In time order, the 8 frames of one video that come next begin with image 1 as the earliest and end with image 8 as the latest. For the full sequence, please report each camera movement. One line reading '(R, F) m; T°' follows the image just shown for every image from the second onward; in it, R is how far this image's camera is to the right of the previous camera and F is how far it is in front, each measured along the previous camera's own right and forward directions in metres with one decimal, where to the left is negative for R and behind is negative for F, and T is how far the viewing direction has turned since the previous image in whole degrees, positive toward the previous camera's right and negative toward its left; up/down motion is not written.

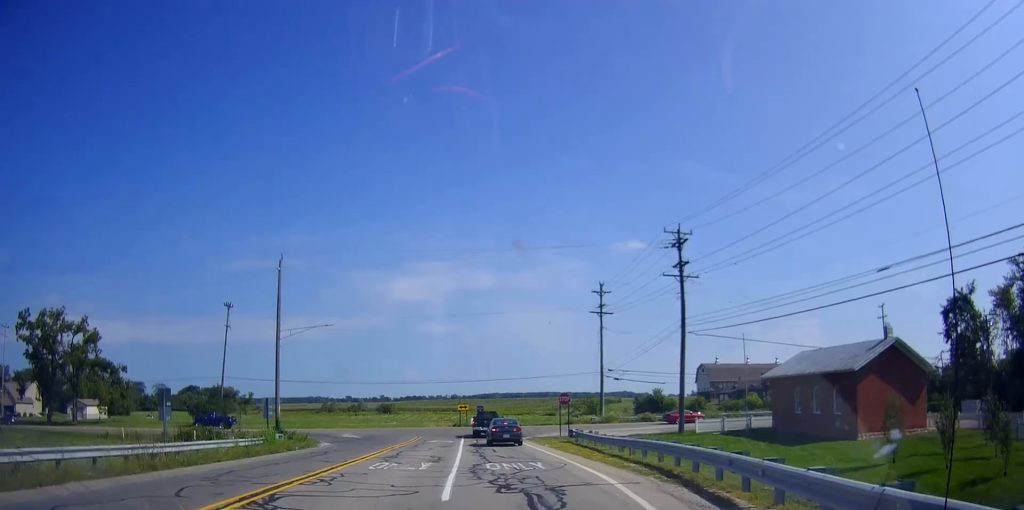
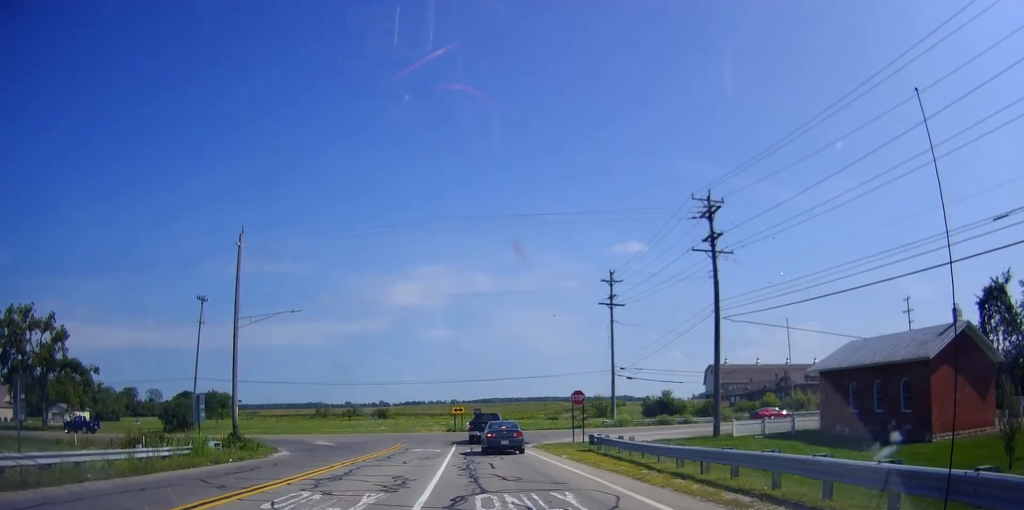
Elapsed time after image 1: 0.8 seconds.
(+0.2, +8.7) m; +3°
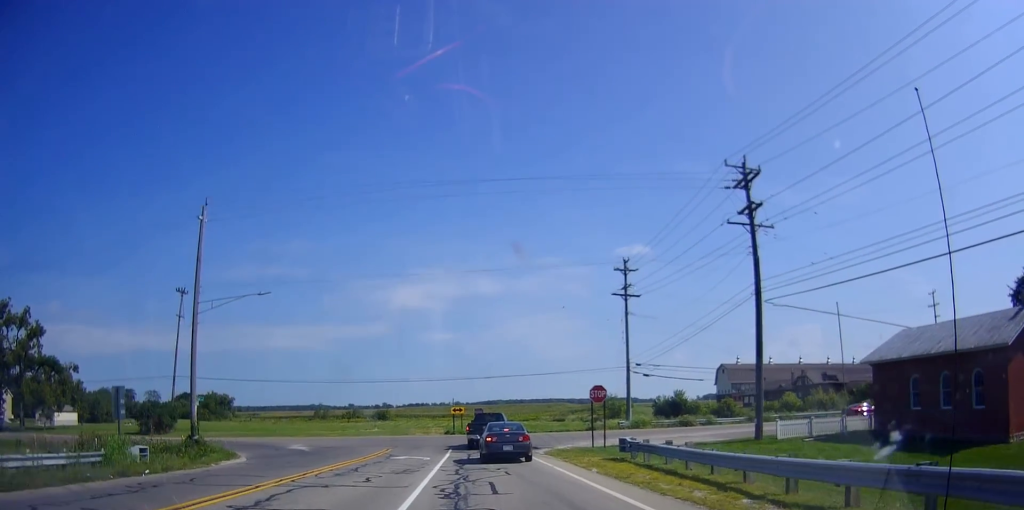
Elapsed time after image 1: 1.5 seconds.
(+0.2, +7.0) m; +2°
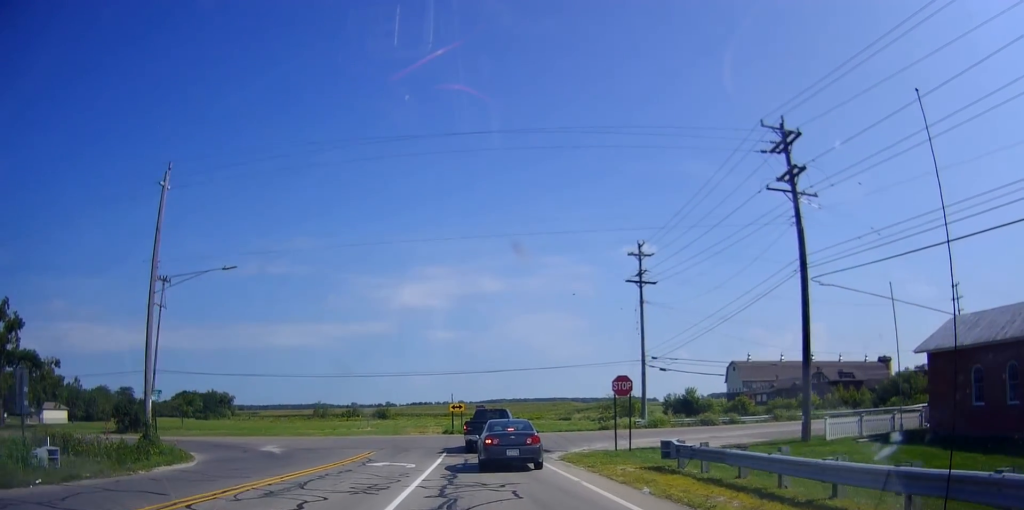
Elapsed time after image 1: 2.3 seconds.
(+0.1, +6.1) m; 0°
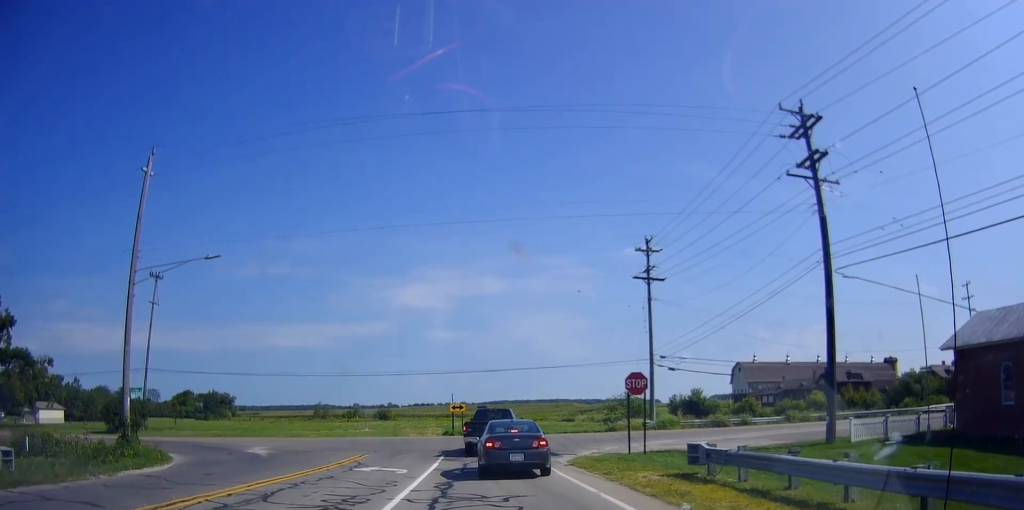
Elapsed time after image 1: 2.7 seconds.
(-0.1, +2.5) m; -1°
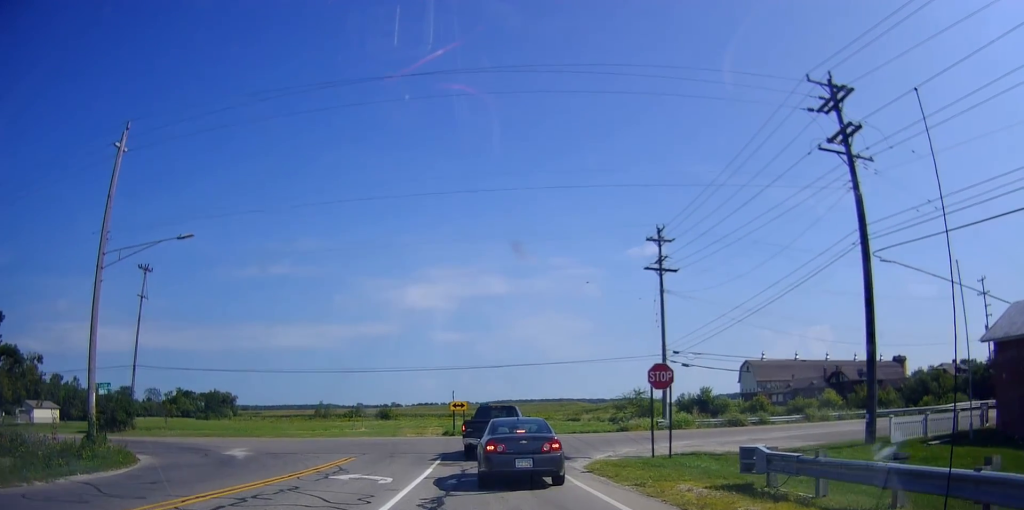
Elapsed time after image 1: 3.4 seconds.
(0.0, +3.8) m; 0°
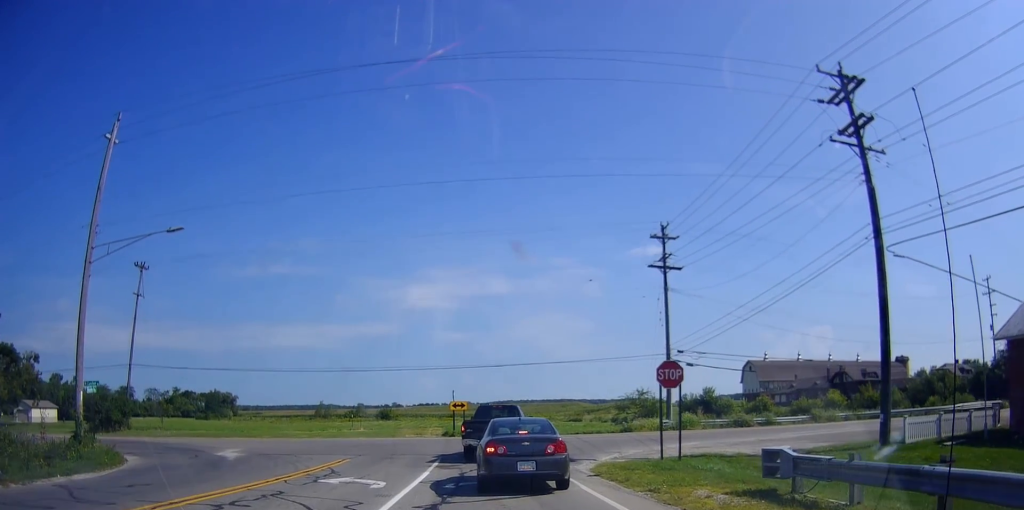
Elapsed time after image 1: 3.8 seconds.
(0.0, +1.5) m; 0°
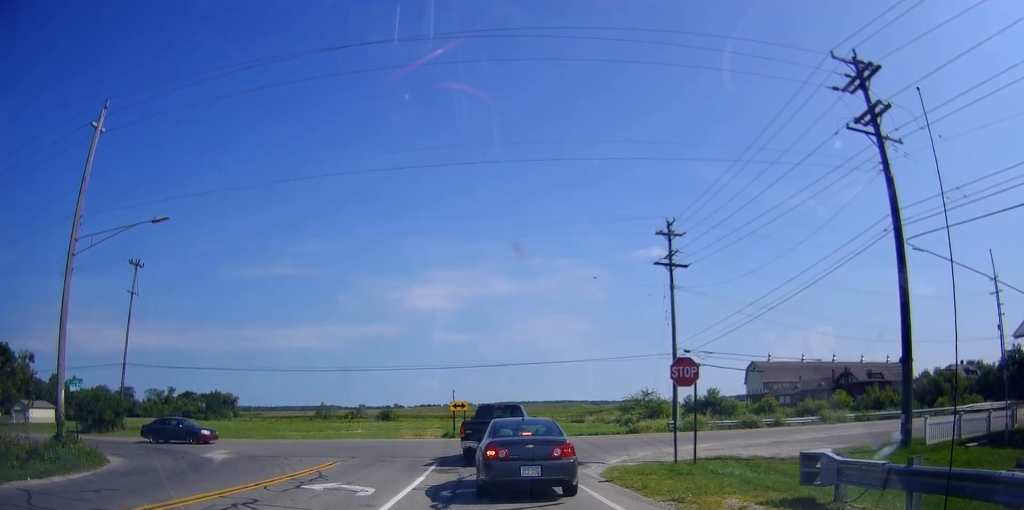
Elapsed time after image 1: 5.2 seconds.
(0.0, +0.6) m; 0°
